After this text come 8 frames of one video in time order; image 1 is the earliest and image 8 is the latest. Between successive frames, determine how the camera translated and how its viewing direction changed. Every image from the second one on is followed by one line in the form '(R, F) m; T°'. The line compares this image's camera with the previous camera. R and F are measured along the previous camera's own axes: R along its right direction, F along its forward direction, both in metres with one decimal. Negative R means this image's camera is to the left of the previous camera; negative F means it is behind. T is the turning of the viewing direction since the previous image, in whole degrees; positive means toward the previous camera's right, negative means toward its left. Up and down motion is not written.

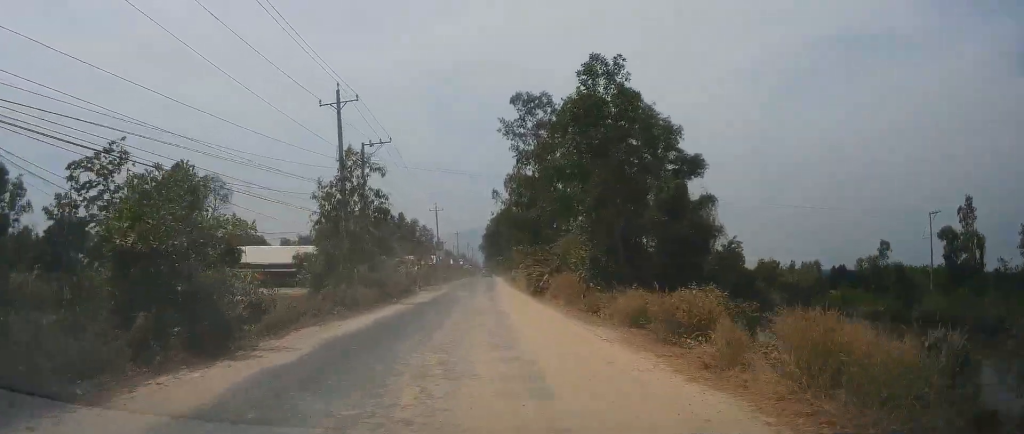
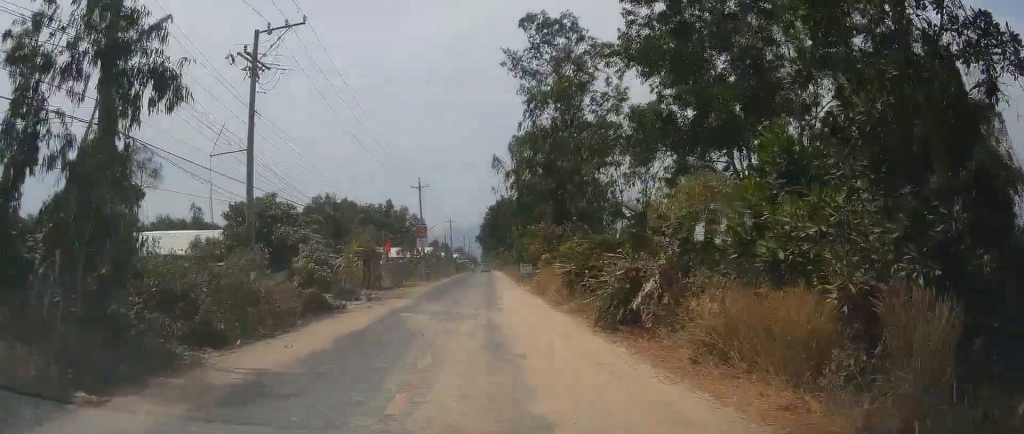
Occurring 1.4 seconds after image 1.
(-0.2, +21.3) m; 0°
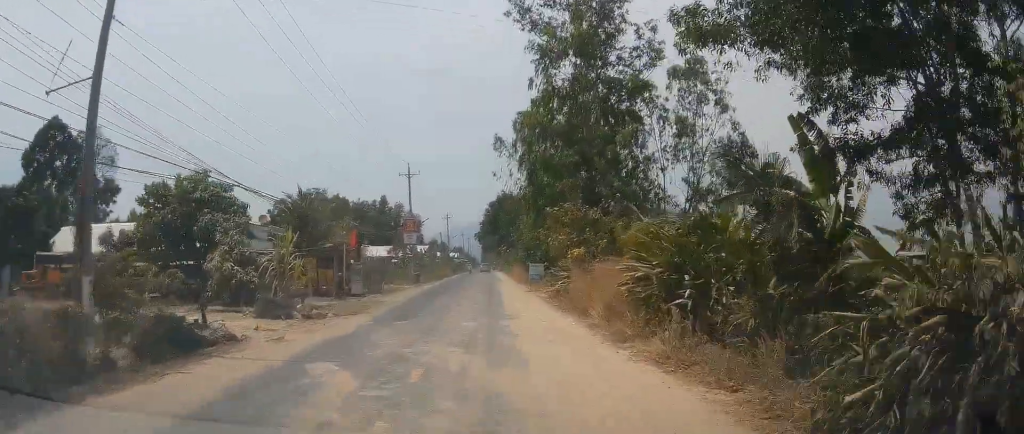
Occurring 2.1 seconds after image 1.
(+0.2, +9.8) m; -1°
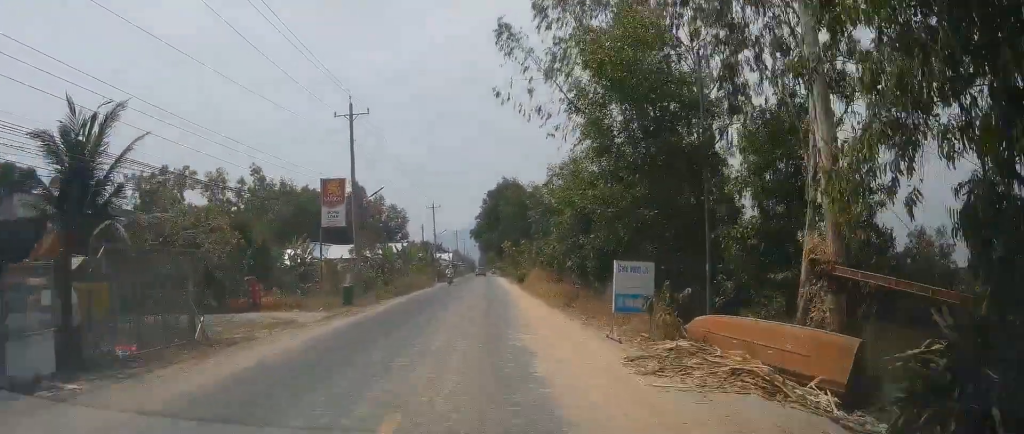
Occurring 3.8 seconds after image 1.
(-0.1, +25.8) m; +1°
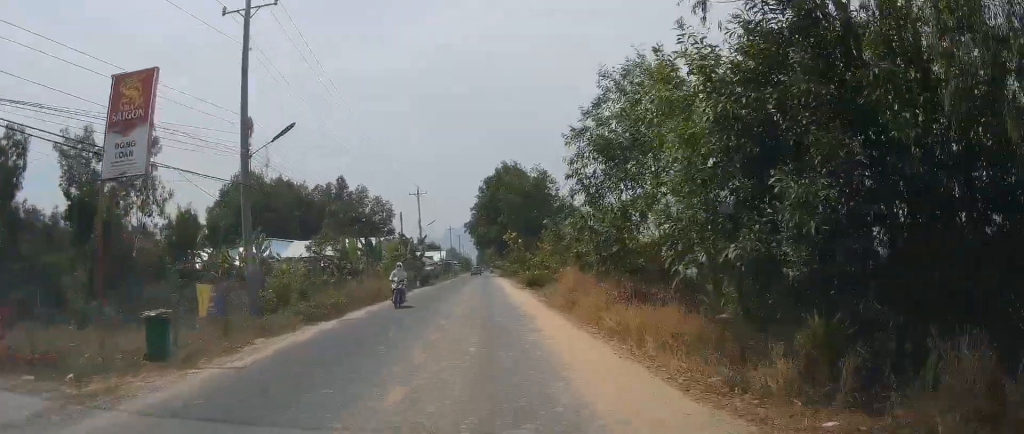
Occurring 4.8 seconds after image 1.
(+0.1, +16.9) m; 0°
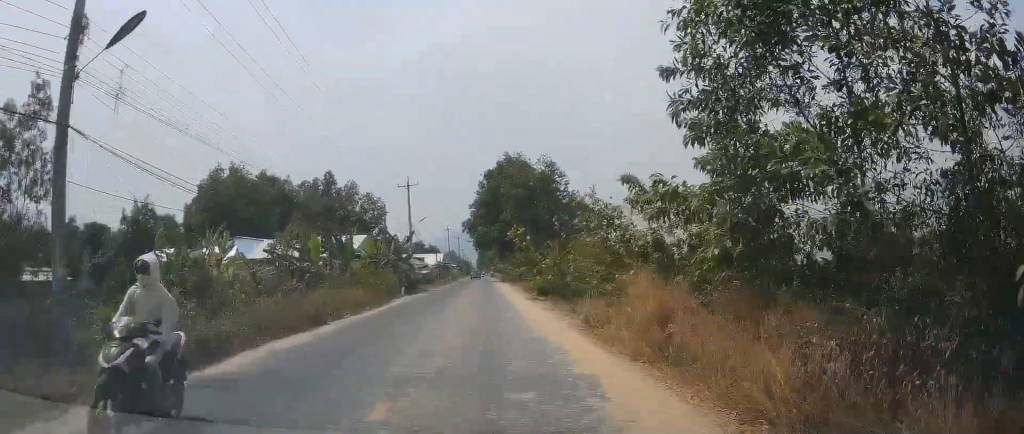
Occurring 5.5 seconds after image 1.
(-0.1, +9.7) m; 0°
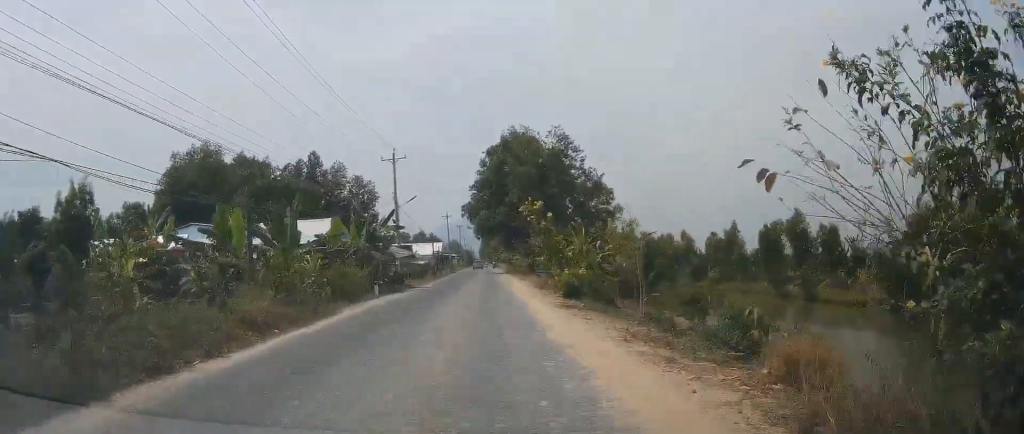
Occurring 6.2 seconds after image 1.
(-0.1, +11.8) m; 0°
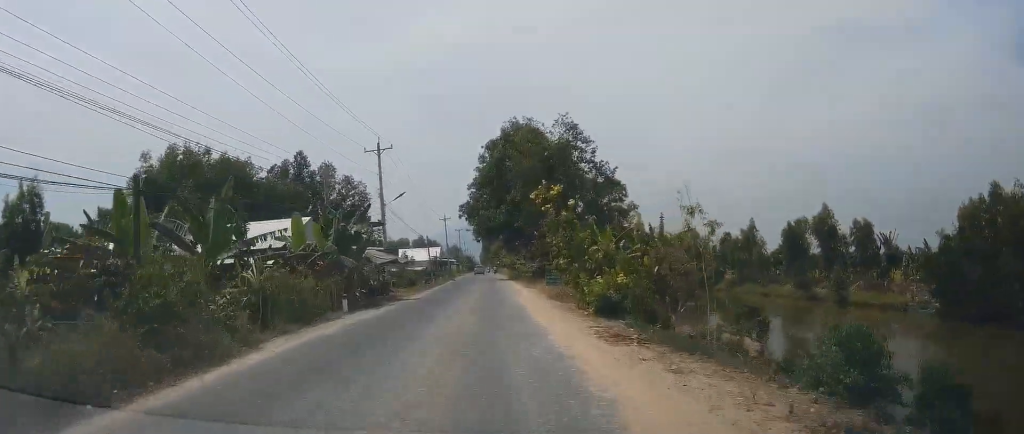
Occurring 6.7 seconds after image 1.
(+0.1, +7.4) m; +1°
